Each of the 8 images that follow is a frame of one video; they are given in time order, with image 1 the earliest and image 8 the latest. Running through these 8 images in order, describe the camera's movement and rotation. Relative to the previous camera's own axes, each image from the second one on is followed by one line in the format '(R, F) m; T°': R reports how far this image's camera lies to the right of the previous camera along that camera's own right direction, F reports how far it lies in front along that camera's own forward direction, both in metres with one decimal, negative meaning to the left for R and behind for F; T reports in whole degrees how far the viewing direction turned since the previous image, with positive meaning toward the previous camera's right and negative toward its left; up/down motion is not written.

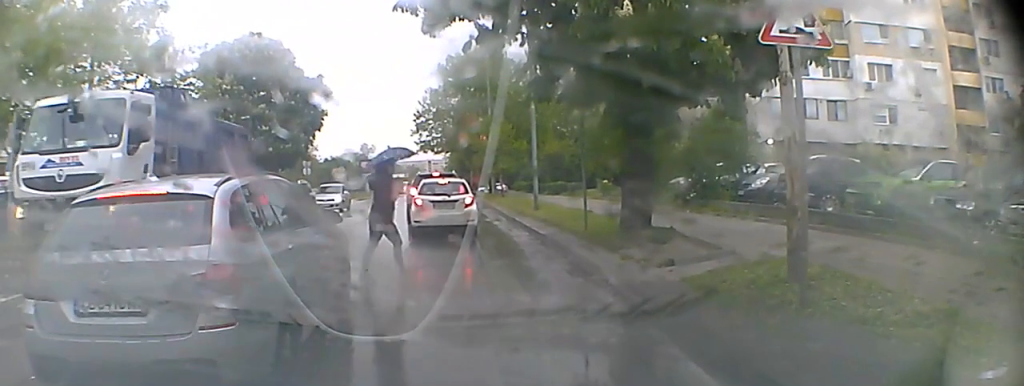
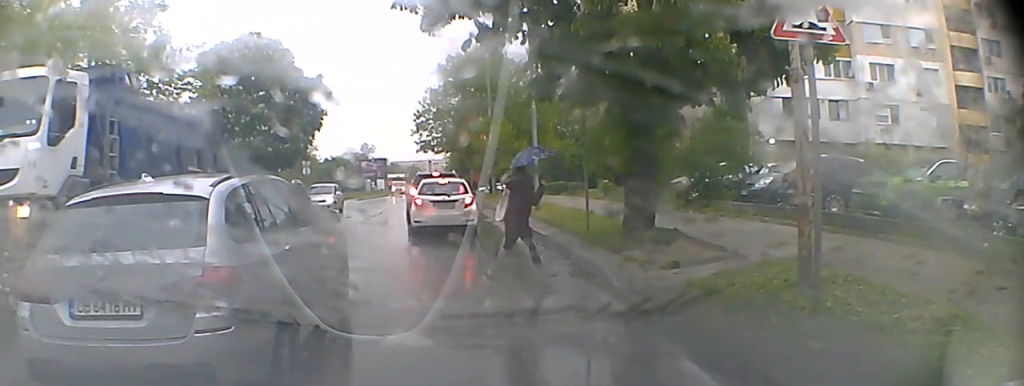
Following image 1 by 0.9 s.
(-0.2, +0.6) m; 0°
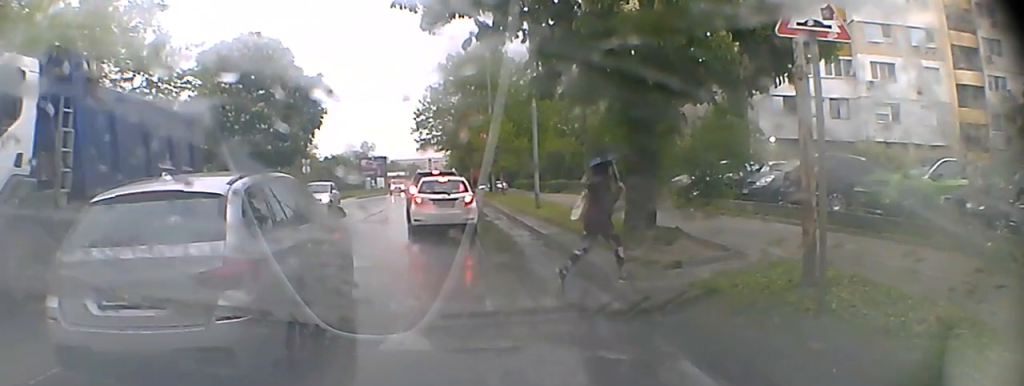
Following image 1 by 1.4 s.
(-0.1, +0.3) m; 0°
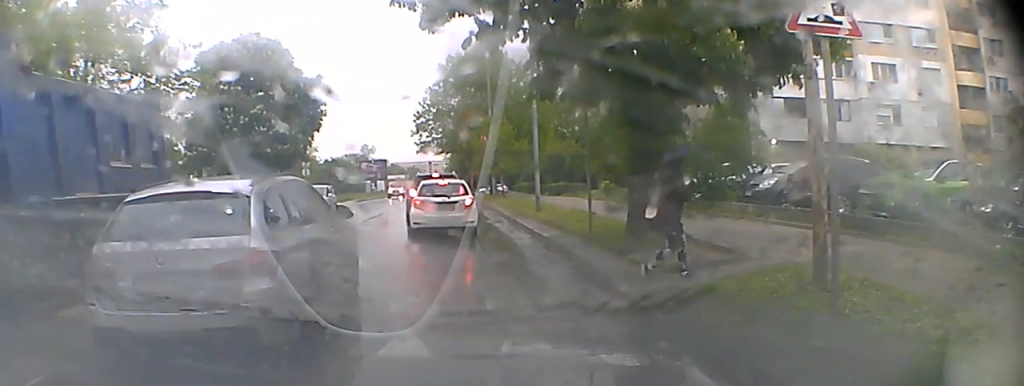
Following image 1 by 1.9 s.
(-0.1, +0.3) m; 0°
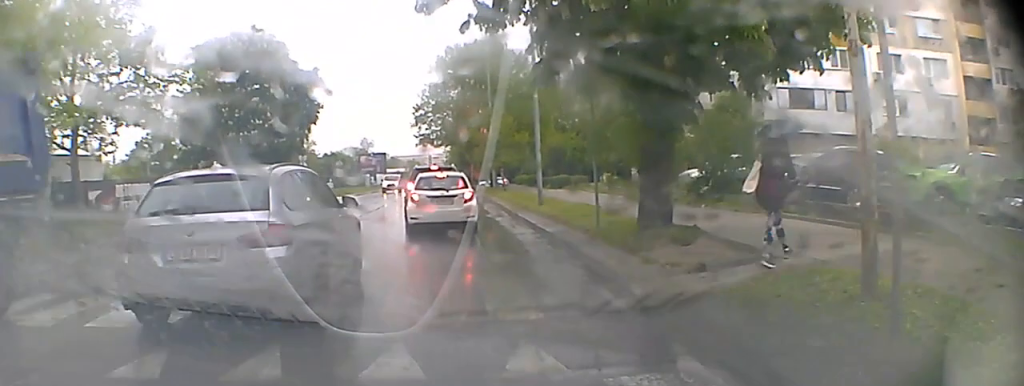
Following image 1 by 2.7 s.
(-0.2, +0.5) m; 0°
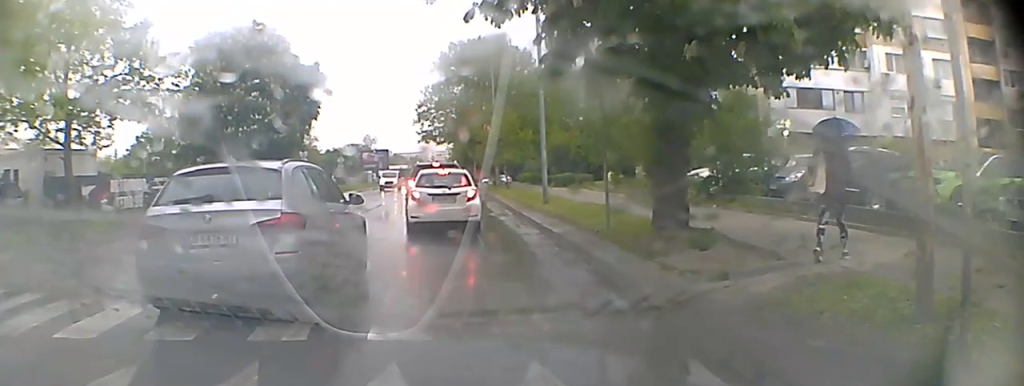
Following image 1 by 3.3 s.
(-0.1, +0.3) m; 0°
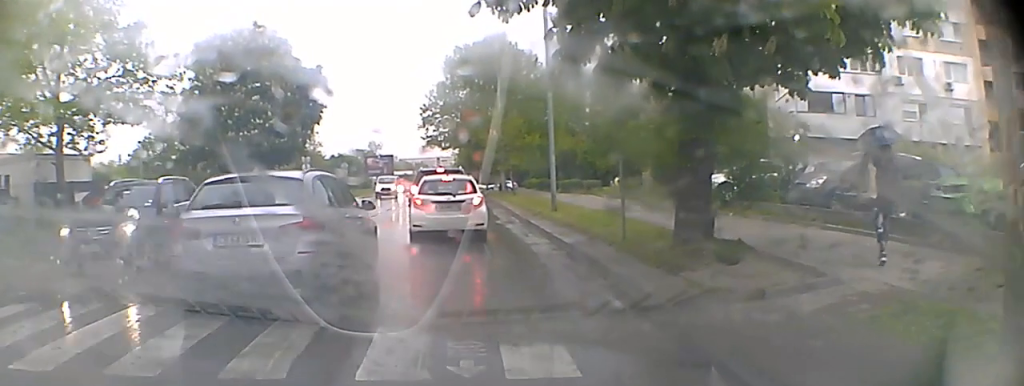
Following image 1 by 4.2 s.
(-0.2, +0.4) m; 0°
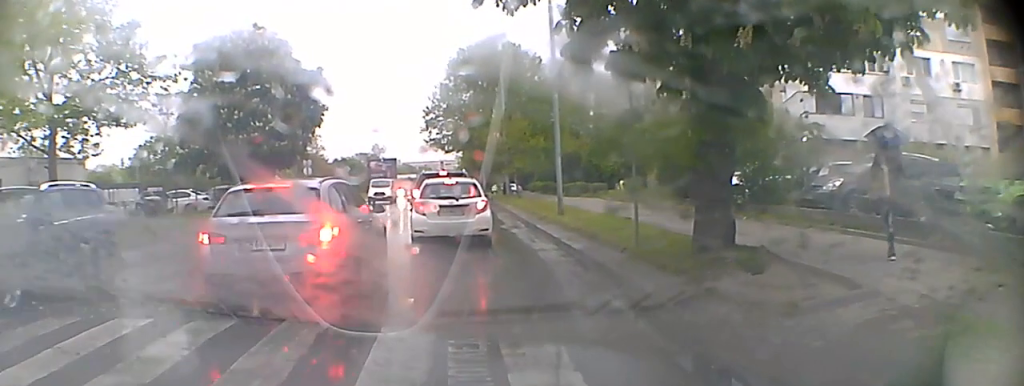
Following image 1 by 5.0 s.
(-0.3, +0.3) m; 0°
